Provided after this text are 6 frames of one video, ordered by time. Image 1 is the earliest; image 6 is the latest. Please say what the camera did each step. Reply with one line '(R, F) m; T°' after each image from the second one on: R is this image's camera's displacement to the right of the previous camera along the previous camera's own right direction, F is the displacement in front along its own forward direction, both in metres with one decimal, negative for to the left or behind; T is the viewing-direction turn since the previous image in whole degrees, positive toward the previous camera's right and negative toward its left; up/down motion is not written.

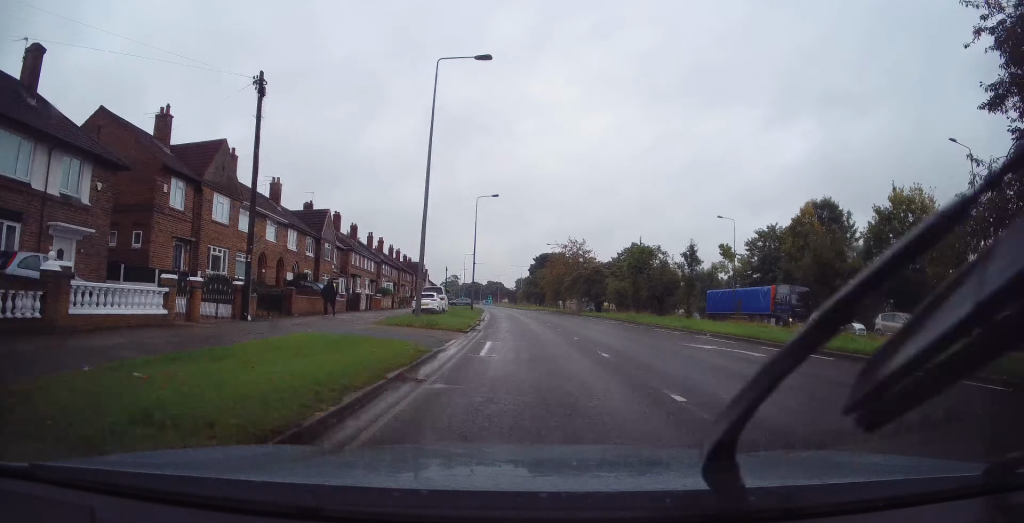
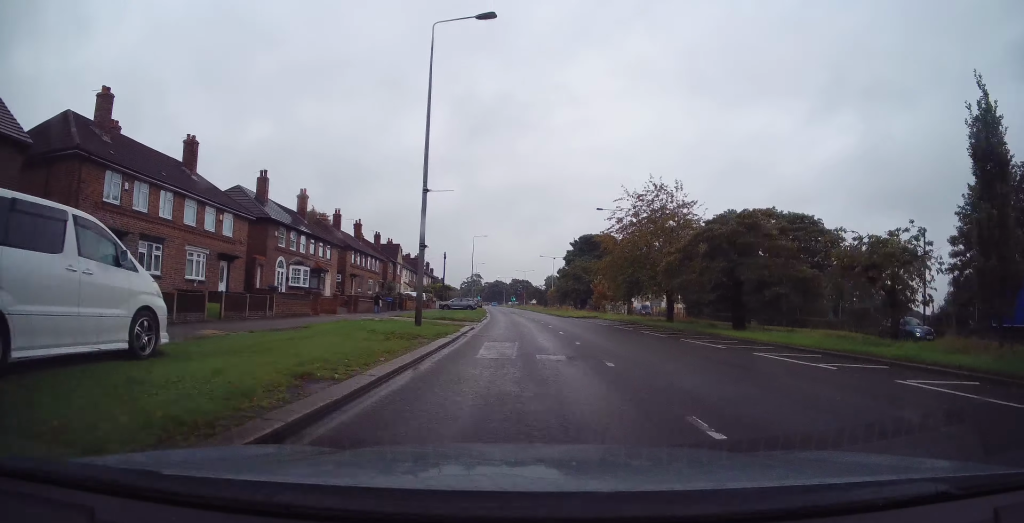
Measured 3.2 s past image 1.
(-1.3, +36.7) m; -4°
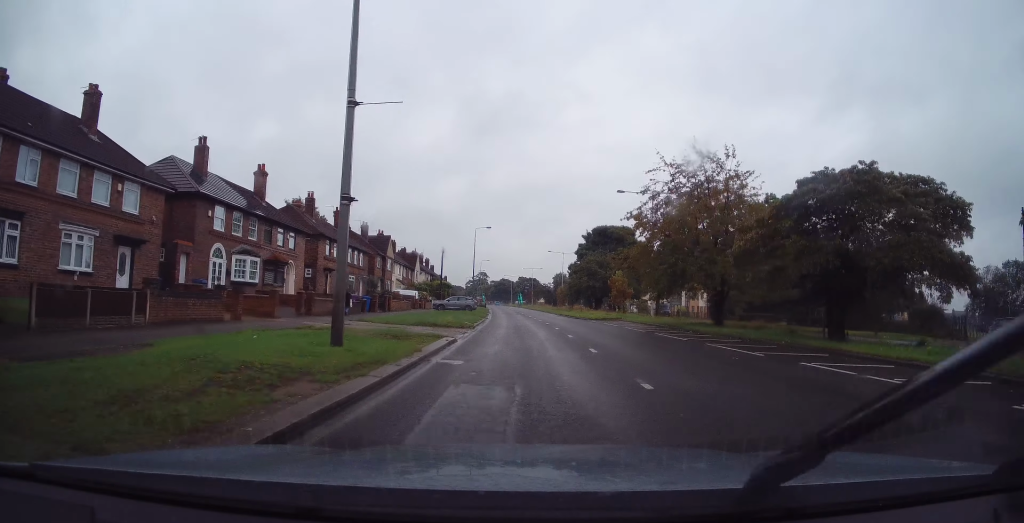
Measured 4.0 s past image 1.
(-0.1, +8.7) m; -2°
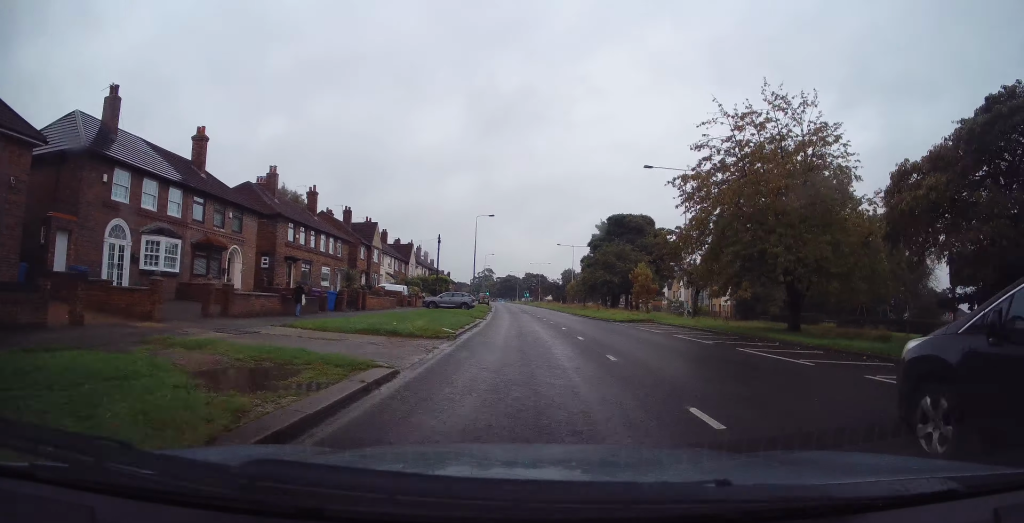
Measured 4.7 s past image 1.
(-0.2, +8.5) m; 0°
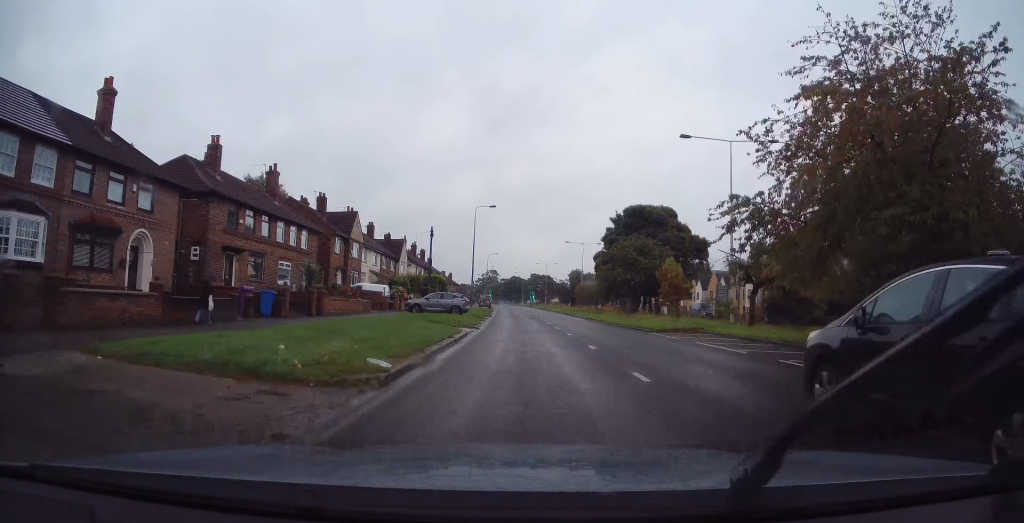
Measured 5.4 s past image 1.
(+0.1, +8.6) m; 0°
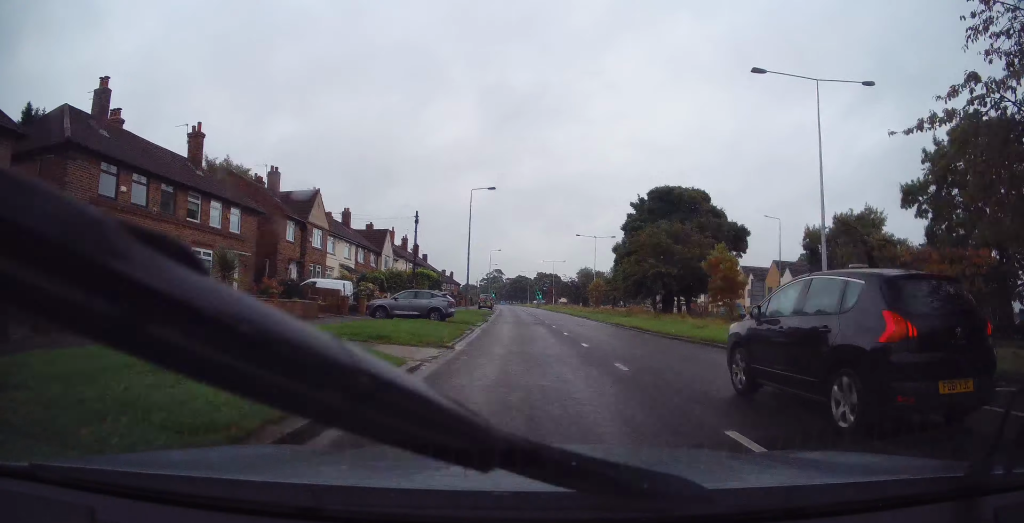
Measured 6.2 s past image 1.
(+0.1, +10.4) m; 0°
